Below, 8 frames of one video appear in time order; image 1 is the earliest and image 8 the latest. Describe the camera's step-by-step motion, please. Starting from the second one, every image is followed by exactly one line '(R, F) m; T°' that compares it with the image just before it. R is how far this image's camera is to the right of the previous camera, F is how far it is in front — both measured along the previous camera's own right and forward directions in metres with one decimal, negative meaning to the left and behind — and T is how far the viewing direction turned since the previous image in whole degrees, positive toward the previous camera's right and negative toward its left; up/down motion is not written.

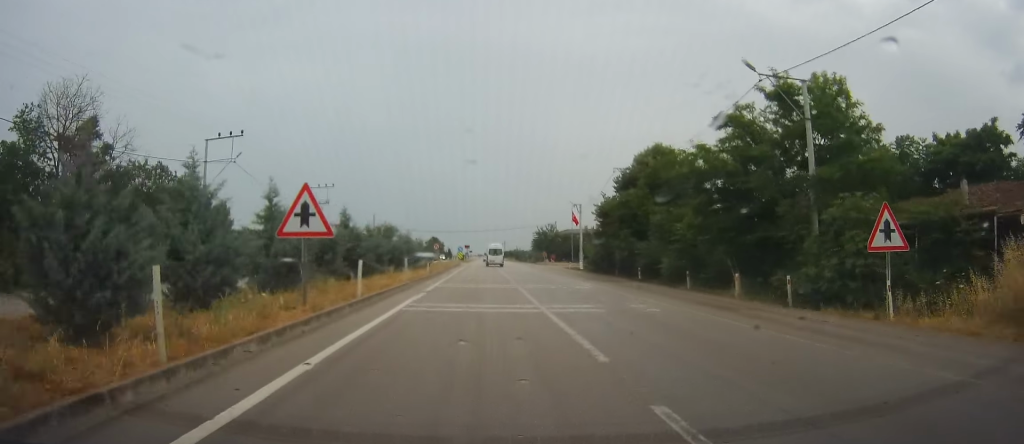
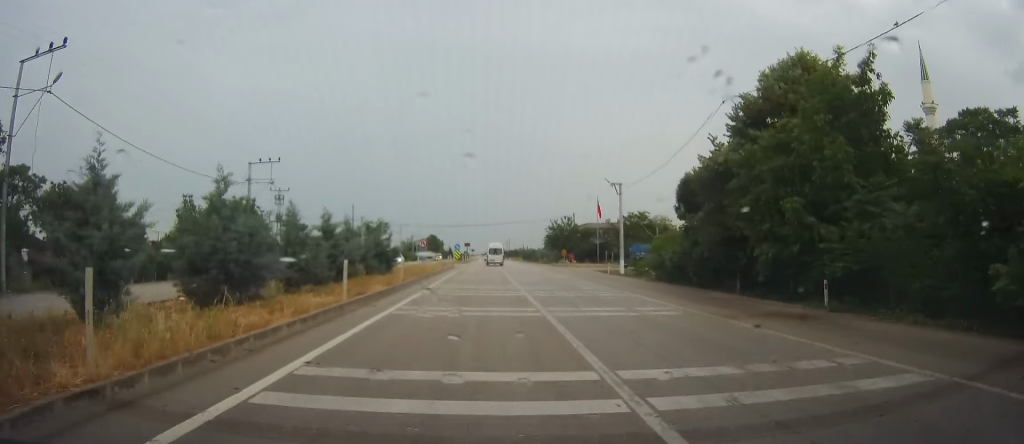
(-0.3, +23.1) m; 0°
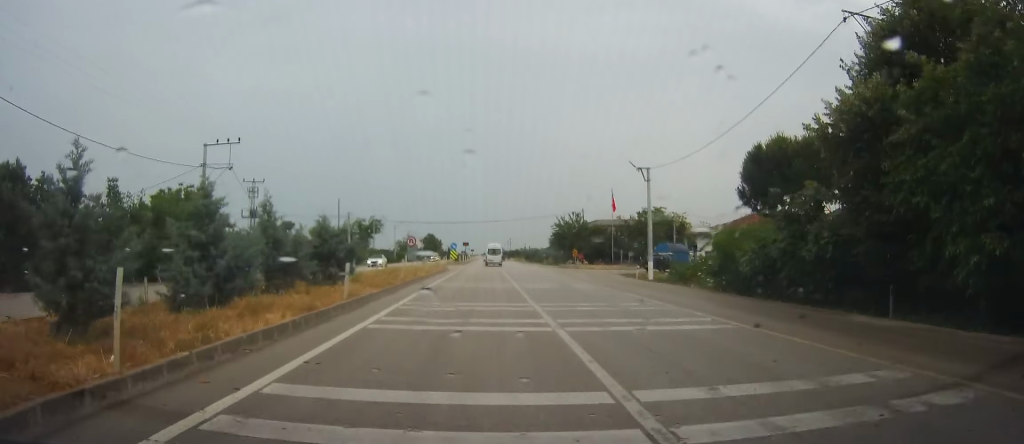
(0.0, +10.7) m; +1°
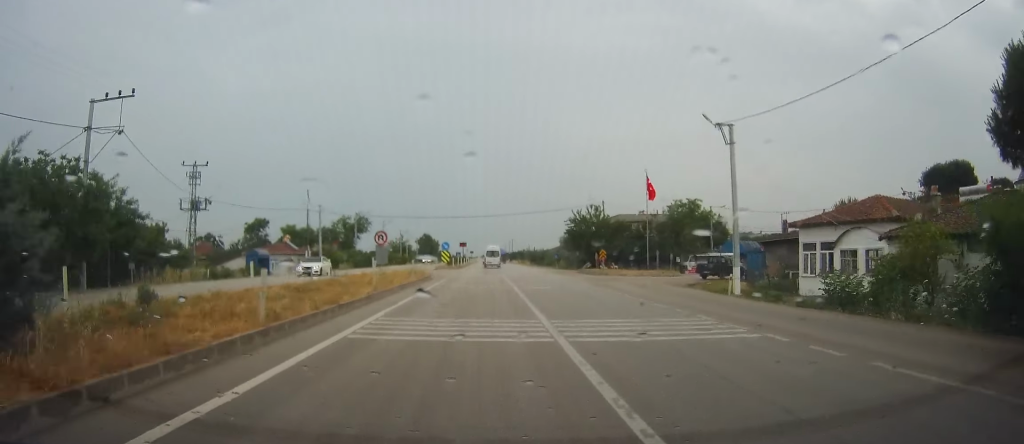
(+0.4, +17.7) m; -1°
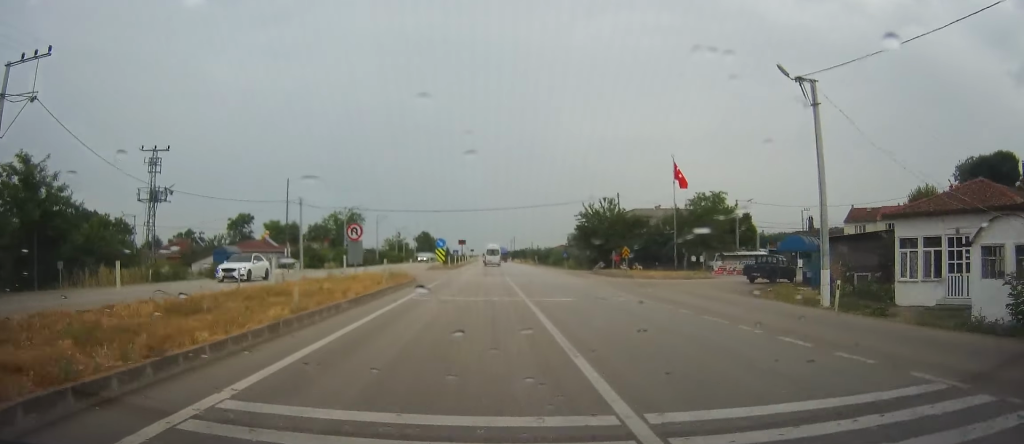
(-0.2, +8.8) m; 0°
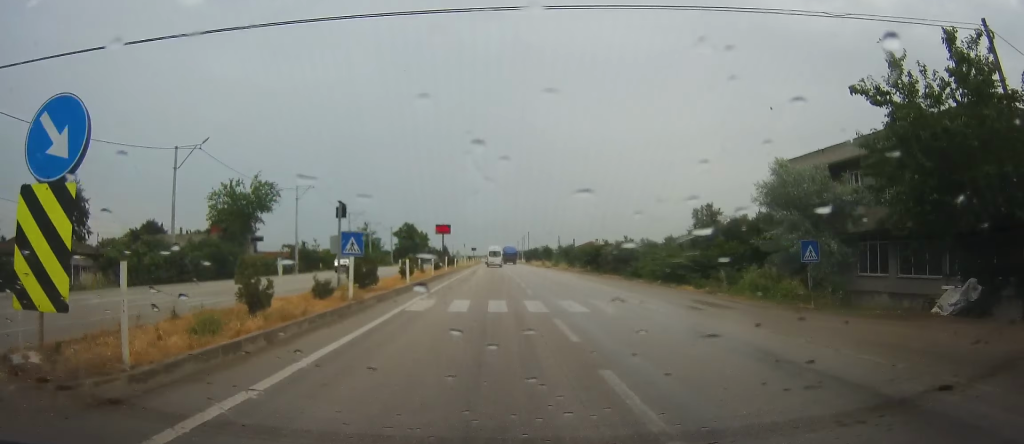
(+0.7, +58.5) m; +1°
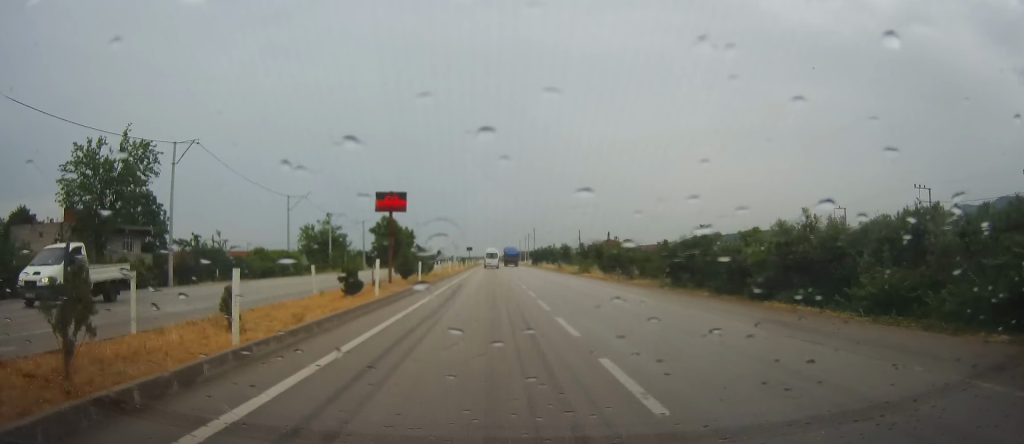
(-0.2, +30.3) m; +1°
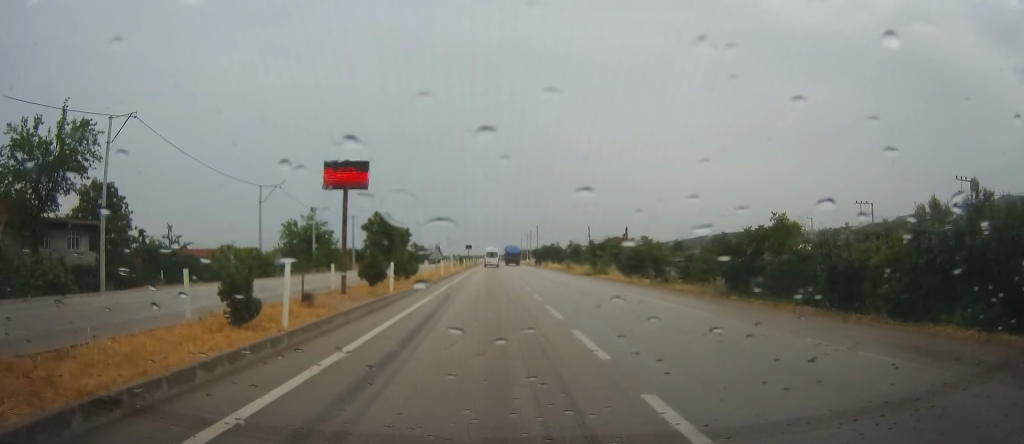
(+0.1, +9.1) m; 0°
